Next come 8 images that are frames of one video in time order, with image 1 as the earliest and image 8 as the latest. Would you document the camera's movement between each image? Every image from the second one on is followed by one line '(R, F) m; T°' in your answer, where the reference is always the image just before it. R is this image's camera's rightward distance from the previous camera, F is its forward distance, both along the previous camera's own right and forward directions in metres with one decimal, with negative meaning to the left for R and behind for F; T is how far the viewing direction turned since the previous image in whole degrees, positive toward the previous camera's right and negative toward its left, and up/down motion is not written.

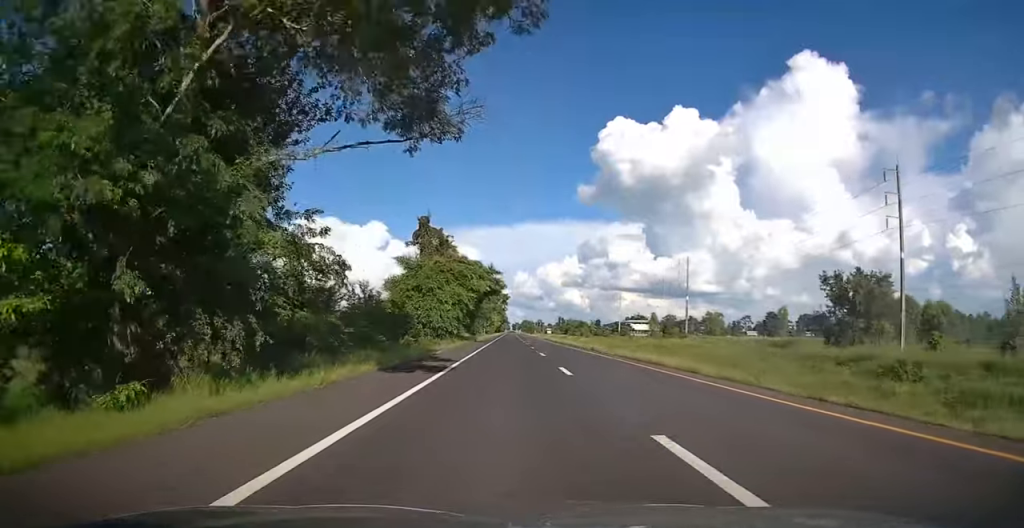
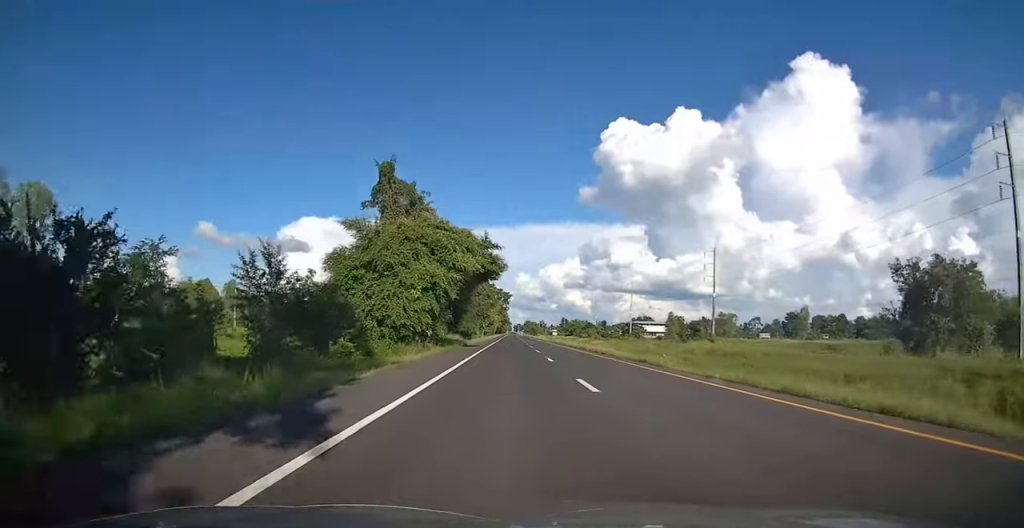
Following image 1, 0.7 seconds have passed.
(0.0, +16.2) m; 0°
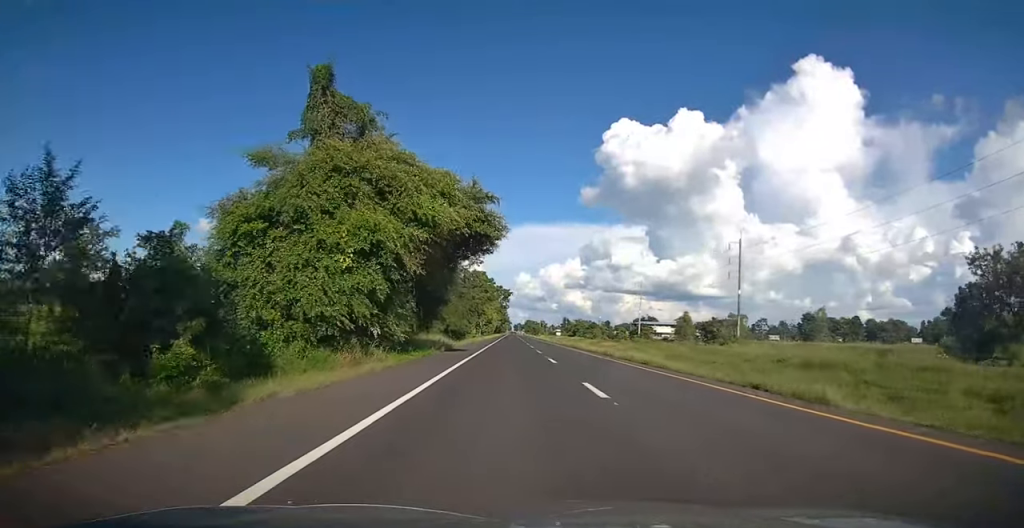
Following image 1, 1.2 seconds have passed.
(0.0, +12.8) m; 0°
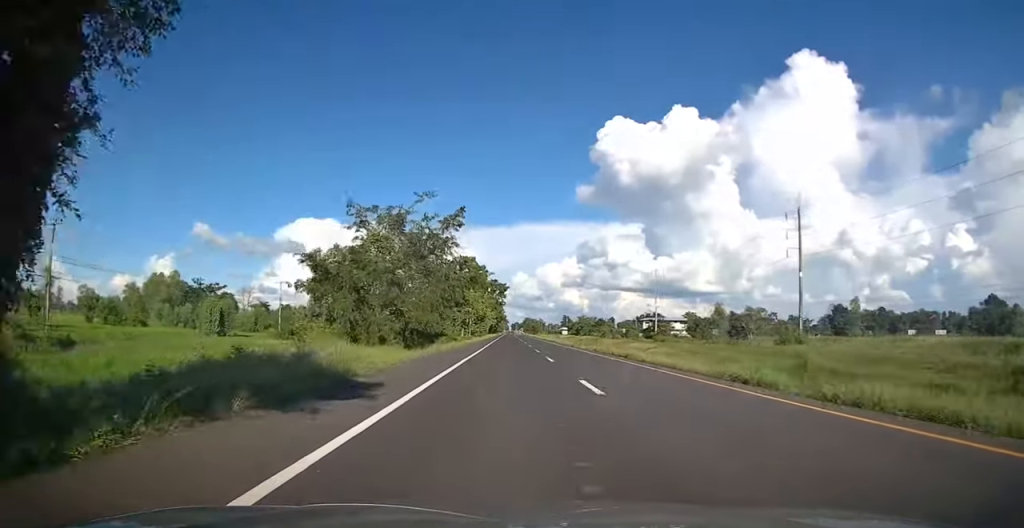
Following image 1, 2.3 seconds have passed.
(-0.1, +23.7) m; 0°
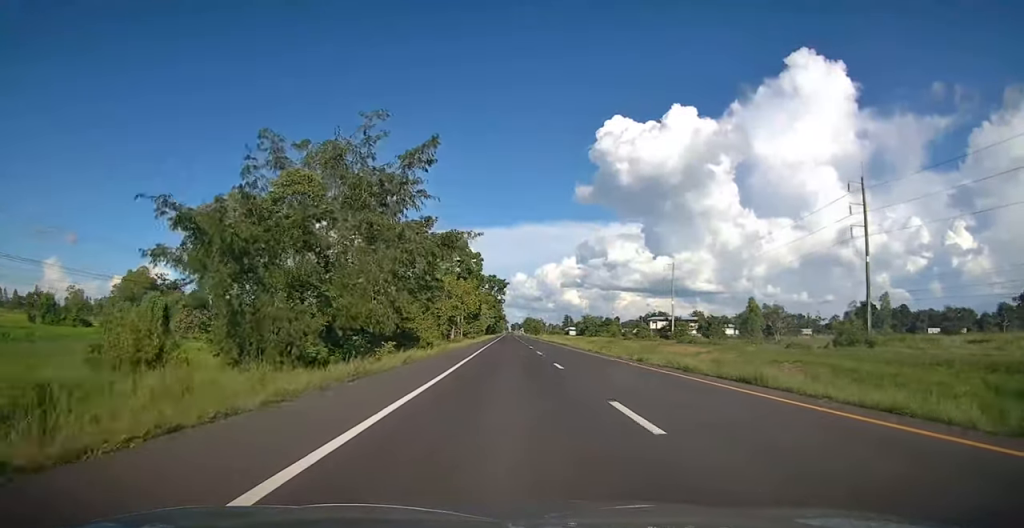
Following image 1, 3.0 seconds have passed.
(-0.1, +16.4) m; 0°
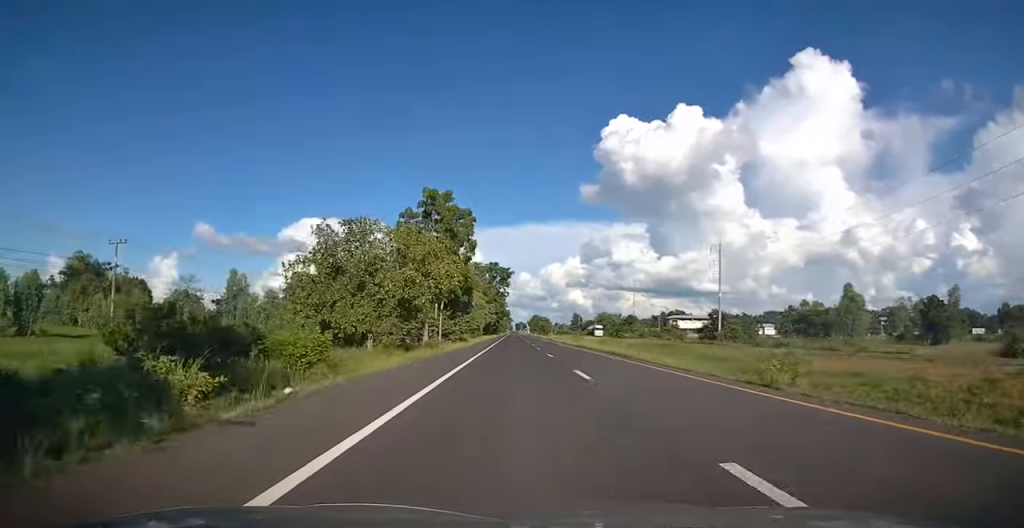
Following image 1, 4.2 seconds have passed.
(-0.2, +28.9) m; 0°
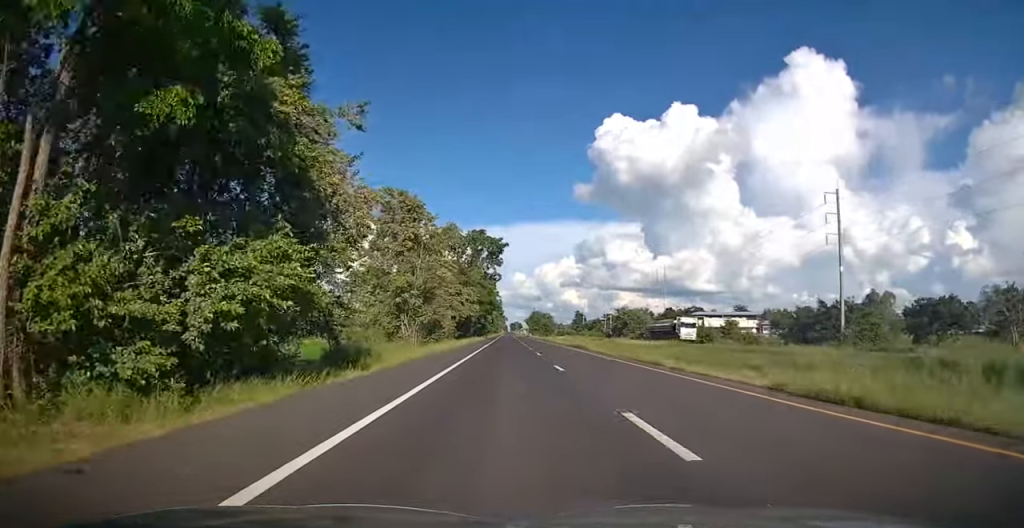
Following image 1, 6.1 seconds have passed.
(+0.1, +44.9) m; 0°
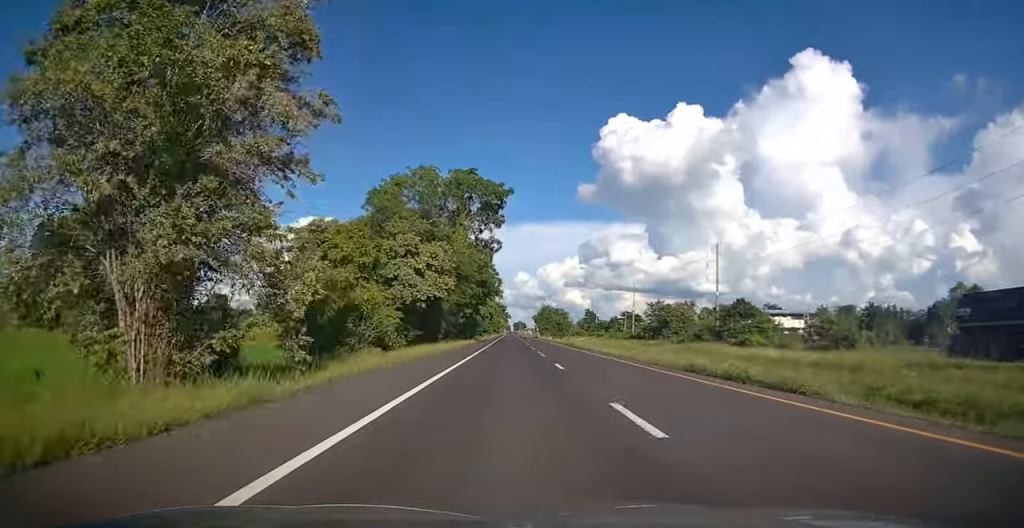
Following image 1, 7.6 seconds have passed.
(+0.1, +35.0) m; 0°
